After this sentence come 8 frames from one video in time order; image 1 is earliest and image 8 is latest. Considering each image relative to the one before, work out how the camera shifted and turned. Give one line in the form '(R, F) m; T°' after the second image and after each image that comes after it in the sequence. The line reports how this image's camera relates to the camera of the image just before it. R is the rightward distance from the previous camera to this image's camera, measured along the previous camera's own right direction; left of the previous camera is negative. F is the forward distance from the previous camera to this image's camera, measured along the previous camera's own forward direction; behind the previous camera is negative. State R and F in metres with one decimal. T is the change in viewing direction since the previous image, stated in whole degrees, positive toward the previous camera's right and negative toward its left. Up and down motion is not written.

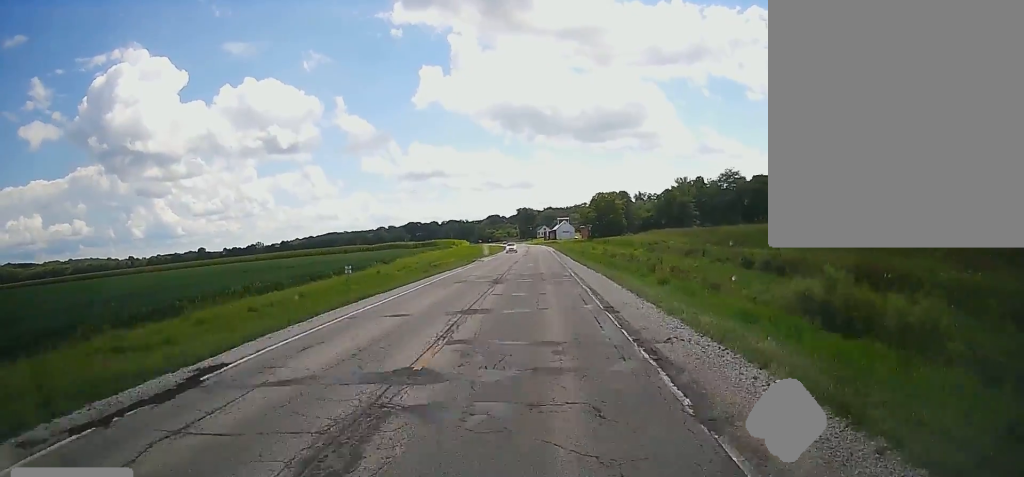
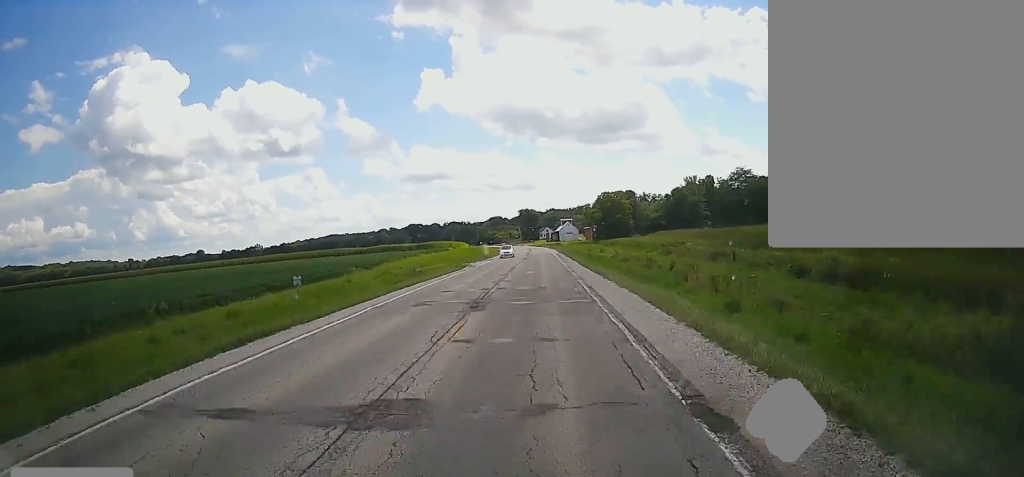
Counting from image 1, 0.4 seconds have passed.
(0.0, +9.4) m; -1°
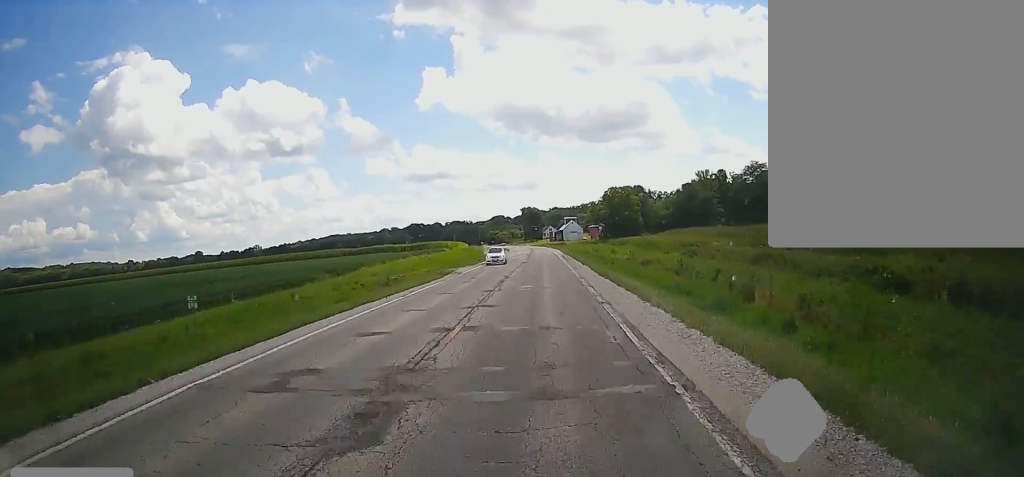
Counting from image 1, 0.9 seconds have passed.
(-0.3, +10.8) m; -1°
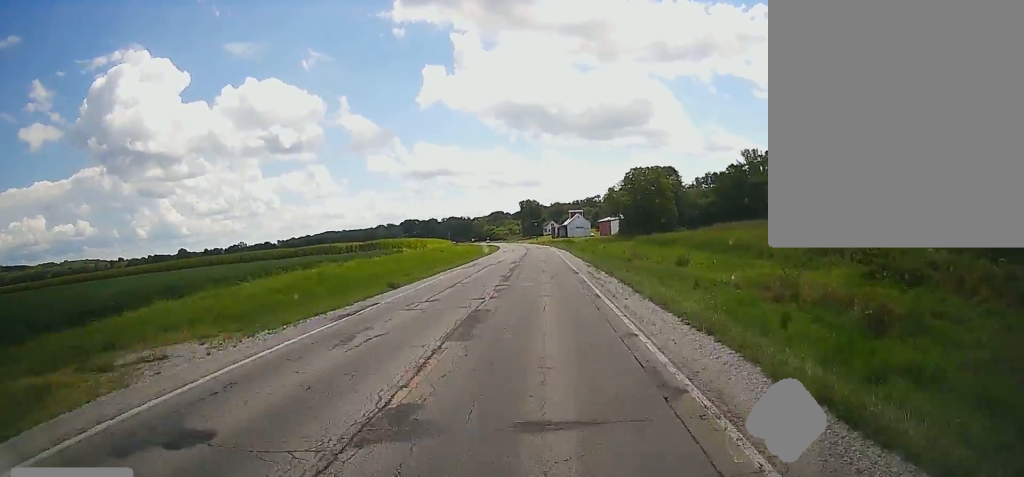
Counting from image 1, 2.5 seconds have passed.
(-0.5, +39.6) m; -1°
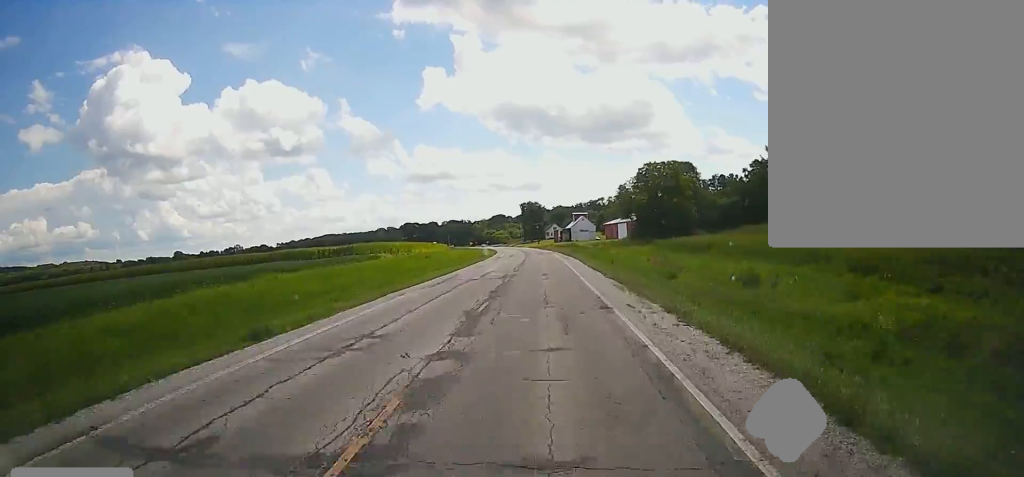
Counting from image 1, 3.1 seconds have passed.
(0.0, +14.5) m; 0°
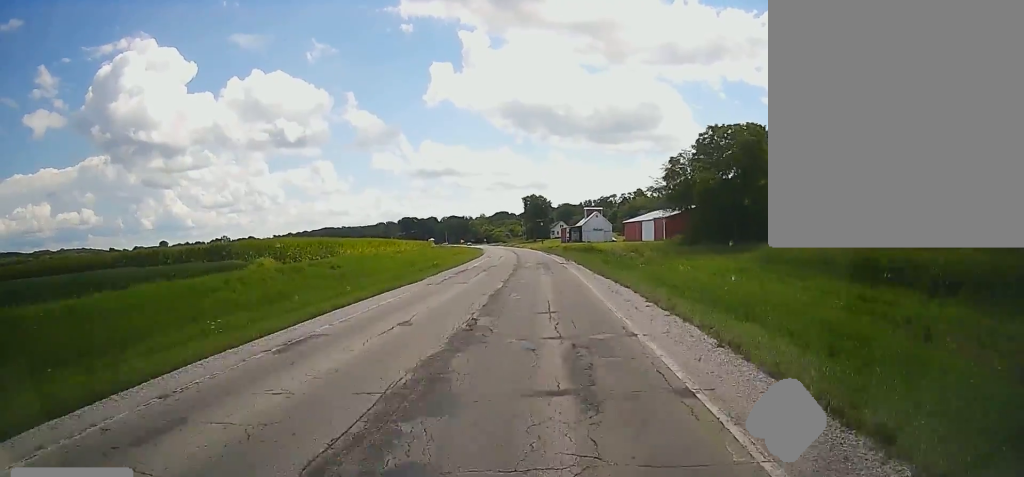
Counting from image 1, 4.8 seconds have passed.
(0.0, +39.3) m; 0°
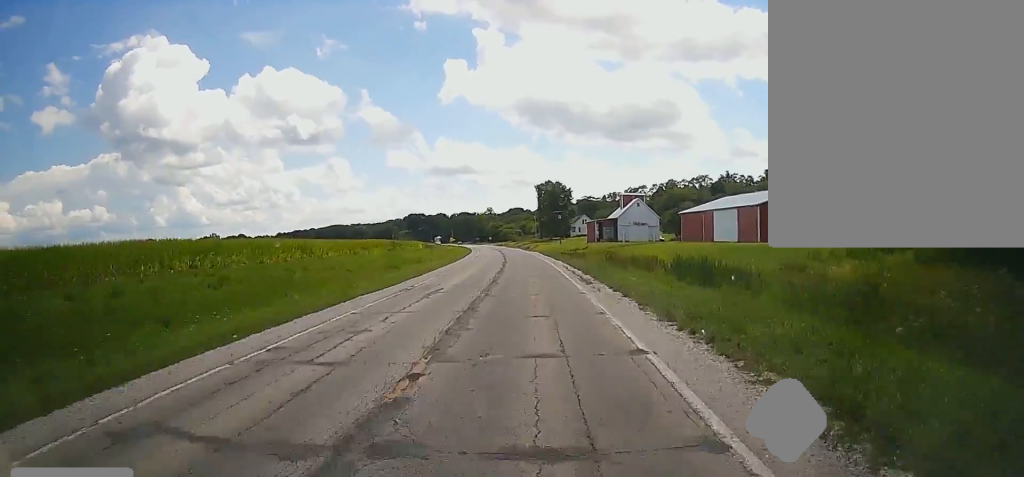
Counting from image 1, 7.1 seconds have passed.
(0.0, +55.6) m; 0°
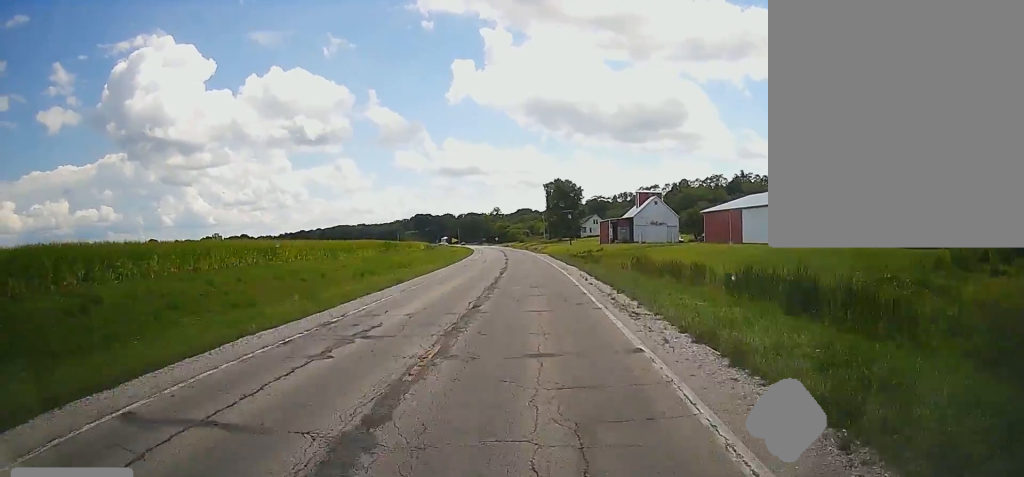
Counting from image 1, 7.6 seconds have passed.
(0.0, +11.0) m; 0°
